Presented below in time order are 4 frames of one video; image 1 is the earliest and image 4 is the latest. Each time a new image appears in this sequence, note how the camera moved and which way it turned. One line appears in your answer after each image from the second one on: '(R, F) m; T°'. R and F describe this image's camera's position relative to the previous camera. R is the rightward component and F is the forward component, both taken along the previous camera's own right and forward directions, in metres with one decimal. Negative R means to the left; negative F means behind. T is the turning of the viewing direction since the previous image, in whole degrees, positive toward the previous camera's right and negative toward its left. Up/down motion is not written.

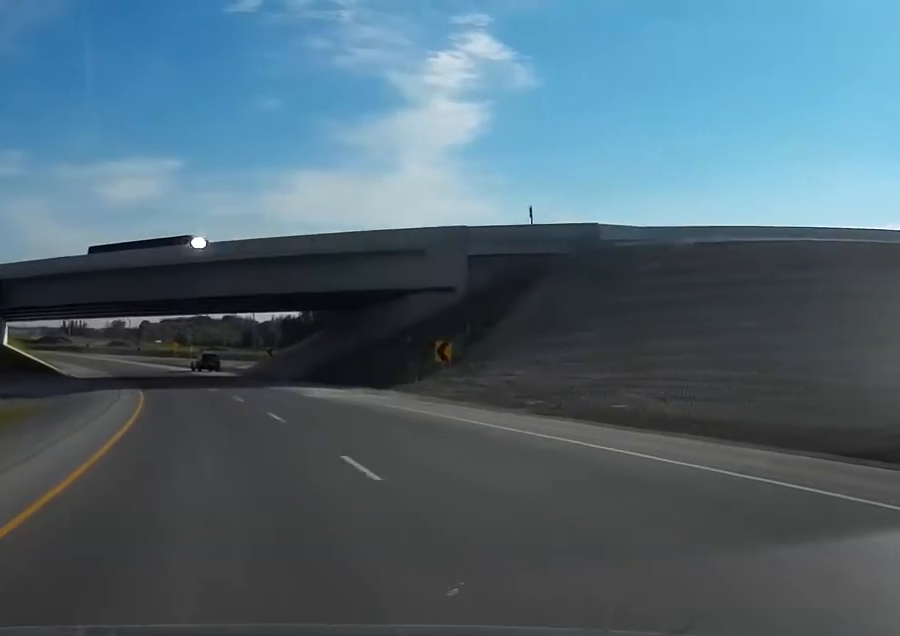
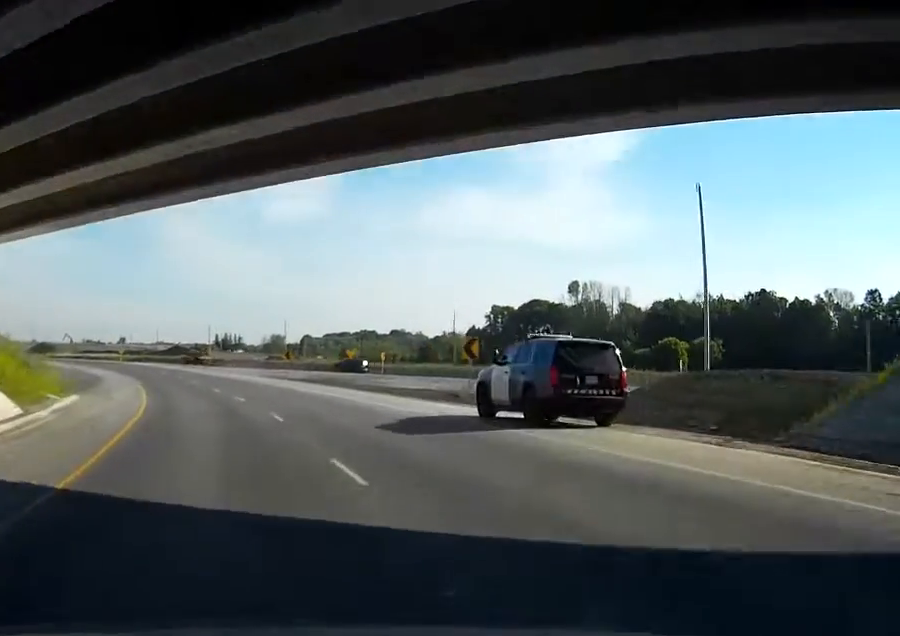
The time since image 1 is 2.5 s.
(-8.4, +70.5) m; -11°
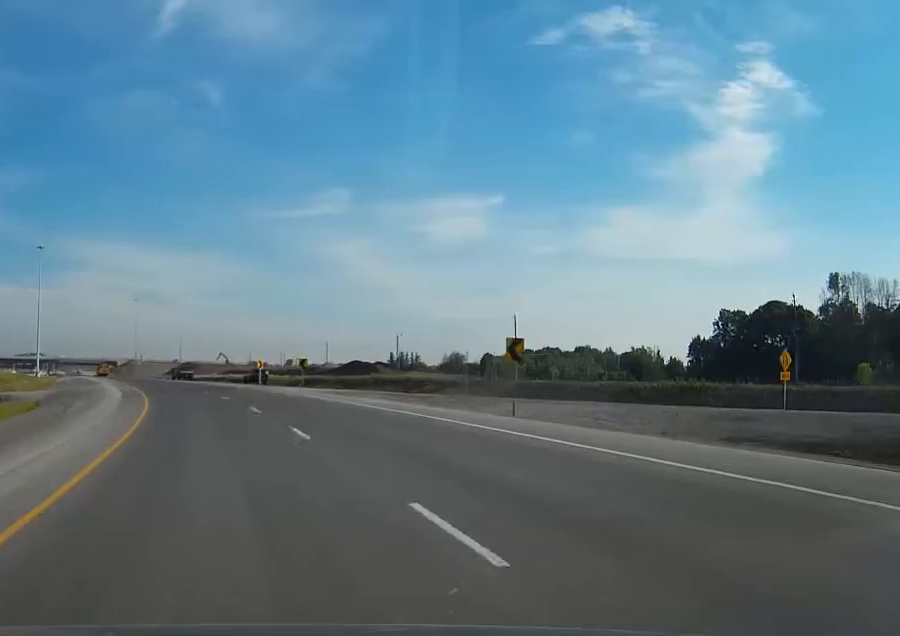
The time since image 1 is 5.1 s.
(-3.6, +74.7) m; -9°
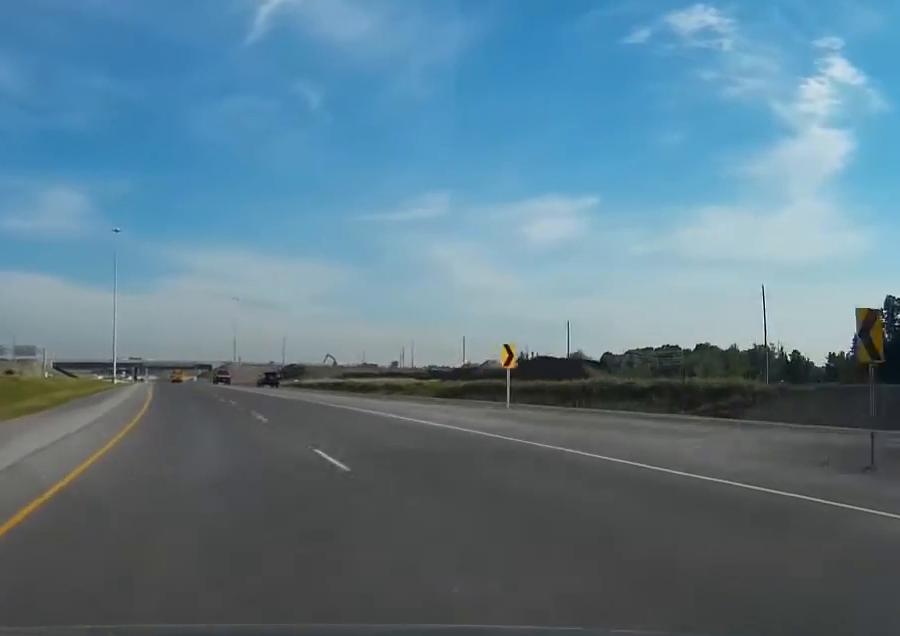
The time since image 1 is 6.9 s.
(-3.5, +52.7) m; -7°
